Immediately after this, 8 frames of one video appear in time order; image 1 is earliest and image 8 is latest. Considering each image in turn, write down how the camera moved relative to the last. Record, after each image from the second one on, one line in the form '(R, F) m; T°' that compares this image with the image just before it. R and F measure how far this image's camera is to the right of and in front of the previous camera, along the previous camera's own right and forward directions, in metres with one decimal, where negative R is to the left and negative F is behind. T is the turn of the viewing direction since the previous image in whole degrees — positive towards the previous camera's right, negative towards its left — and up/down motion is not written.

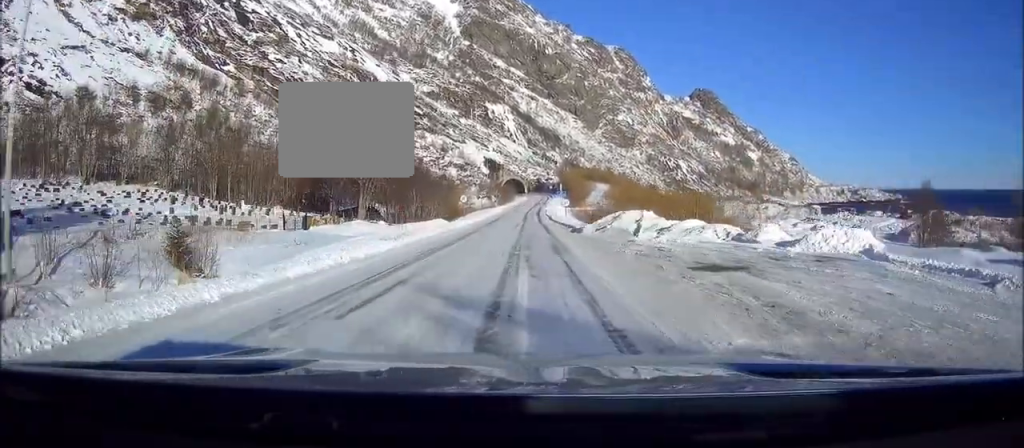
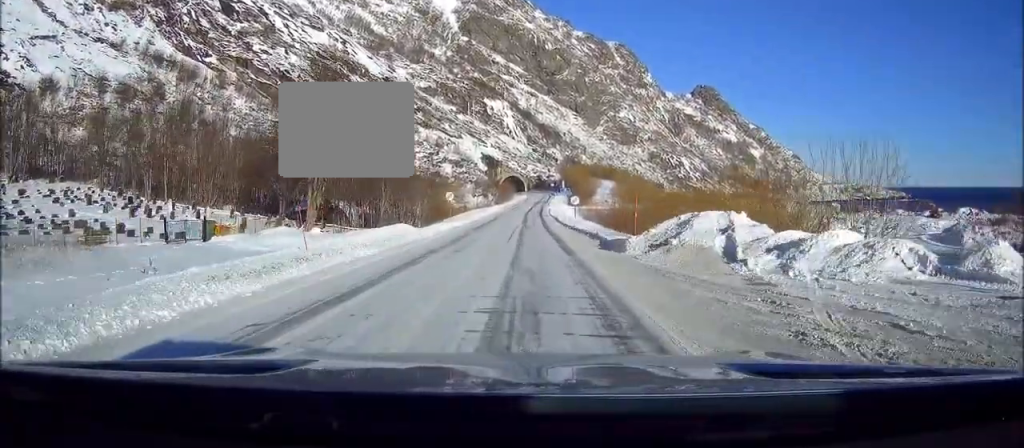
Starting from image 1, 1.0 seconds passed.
(0.0, +14.4) m; 0°
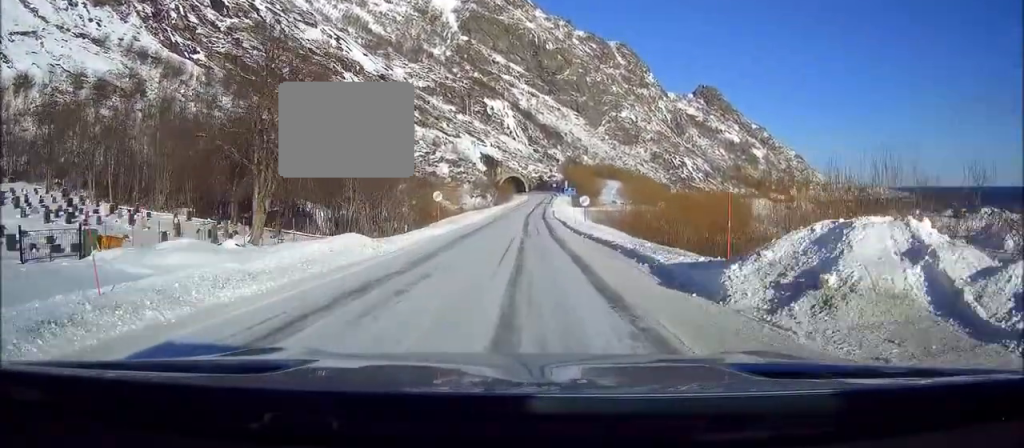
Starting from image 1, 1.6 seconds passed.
(0.0, +9.6) m; 0°
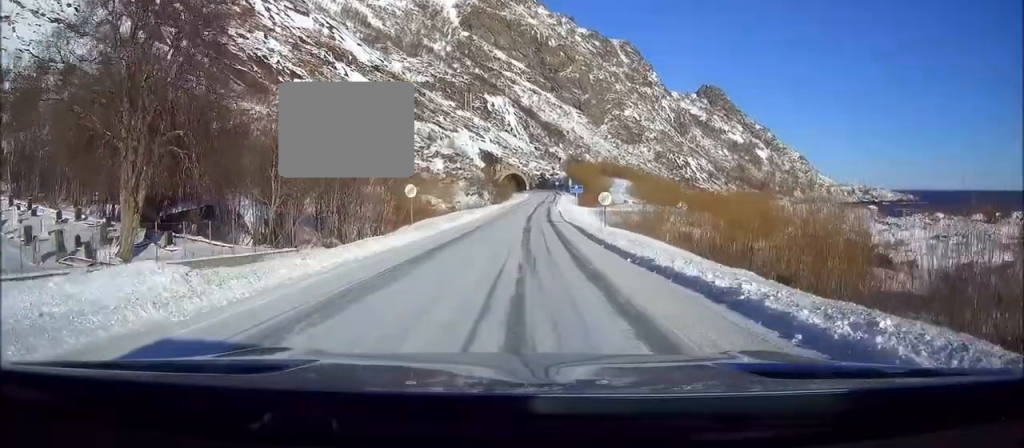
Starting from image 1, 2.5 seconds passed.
(0.0, +13.3) m; 0°
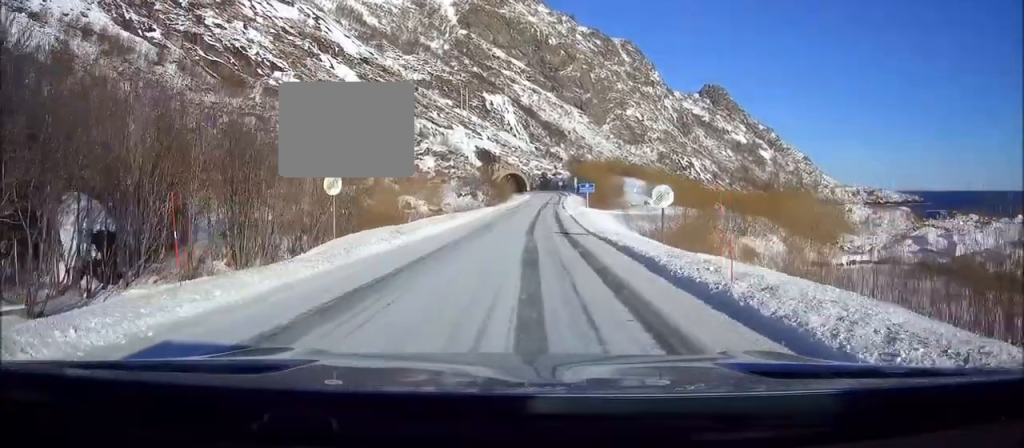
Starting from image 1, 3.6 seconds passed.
(0.0, +17.3) m; 0°
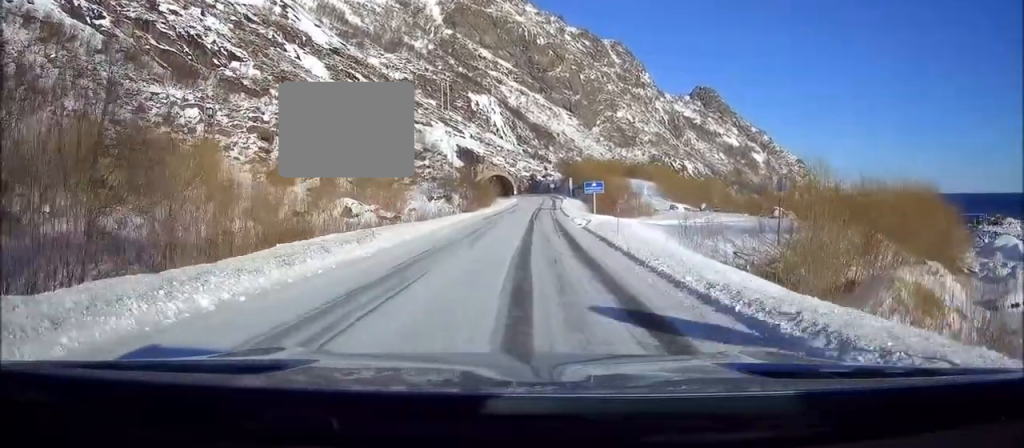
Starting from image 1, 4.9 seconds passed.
(0.0, +22.1) m; +1°
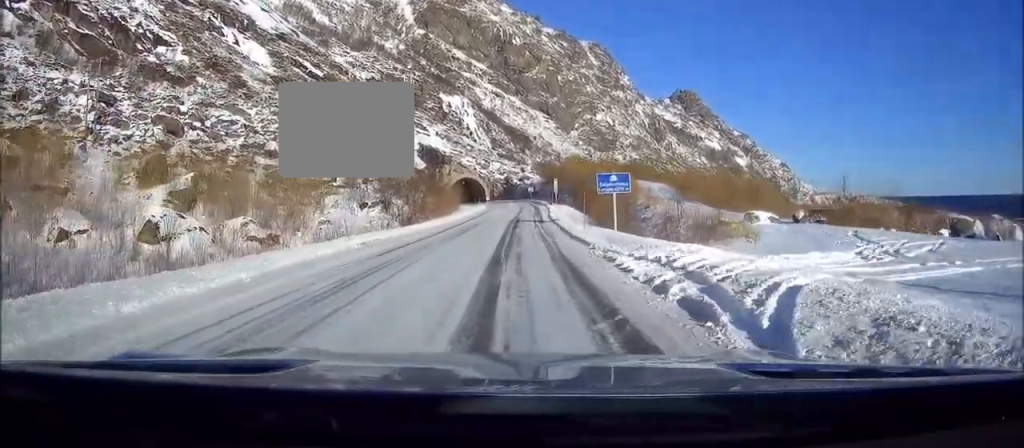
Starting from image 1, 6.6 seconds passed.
(+0.7, +28.4) m; +2°
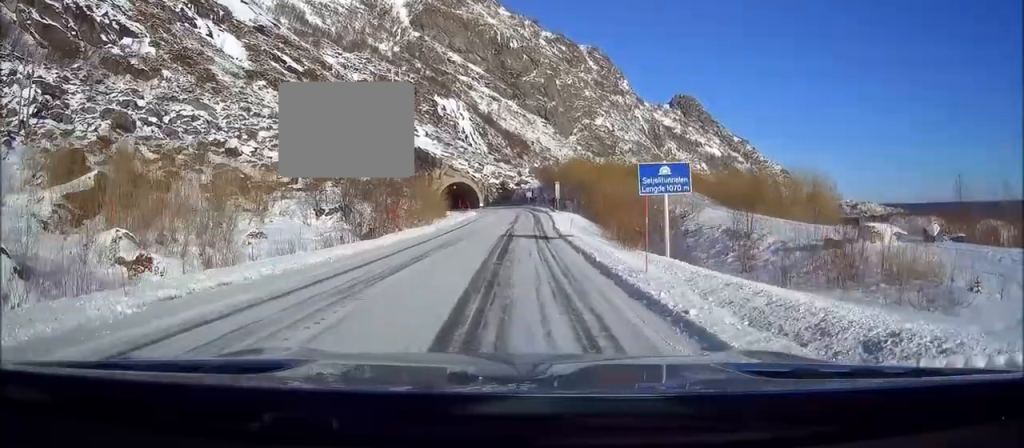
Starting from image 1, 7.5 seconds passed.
(+0.1, +14.1) m; +1°
